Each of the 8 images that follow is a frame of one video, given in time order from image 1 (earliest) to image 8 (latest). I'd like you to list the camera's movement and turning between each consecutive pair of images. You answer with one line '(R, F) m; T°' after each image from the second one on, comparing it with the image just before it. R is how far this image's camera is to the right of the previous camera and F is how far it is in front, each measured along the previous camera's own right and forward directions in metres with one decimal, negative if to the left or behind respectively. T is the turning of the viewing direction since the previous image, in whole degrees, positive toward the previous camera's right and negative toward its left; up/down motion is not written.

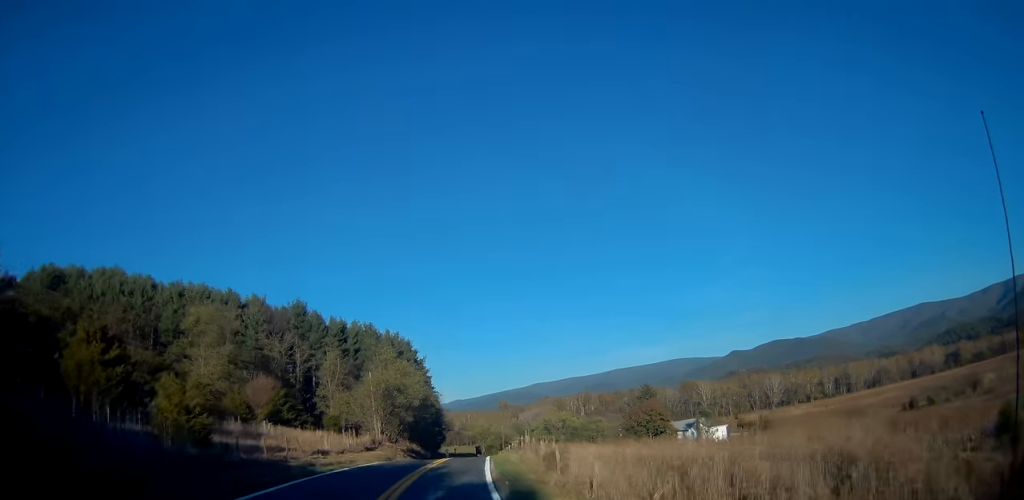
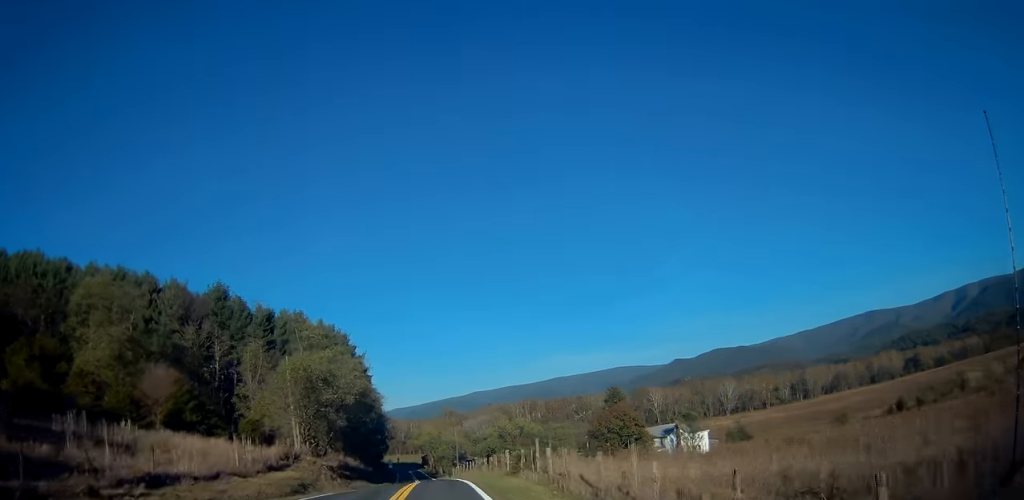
(+0.7, +18.3) m; +4°
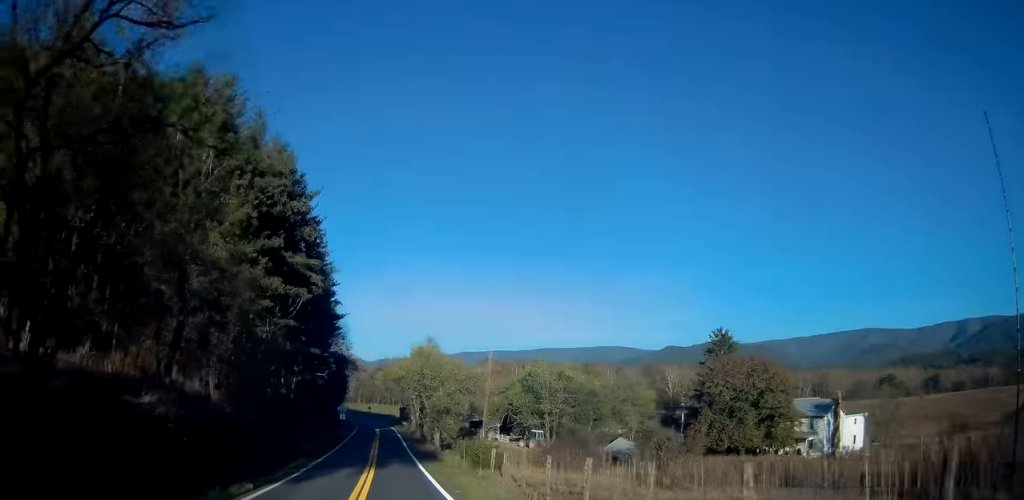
(+3.3, +55.3) m; +3°
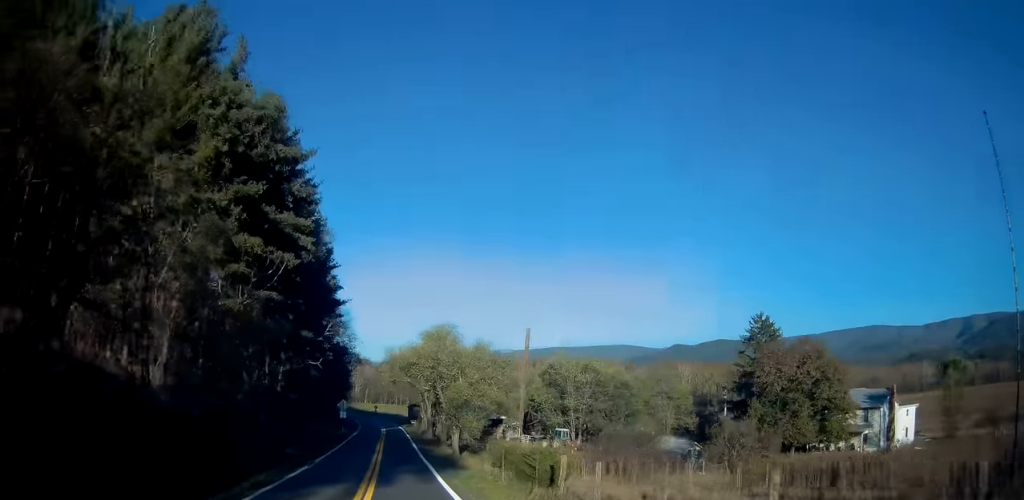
(0.0, +8.7) m; -1°
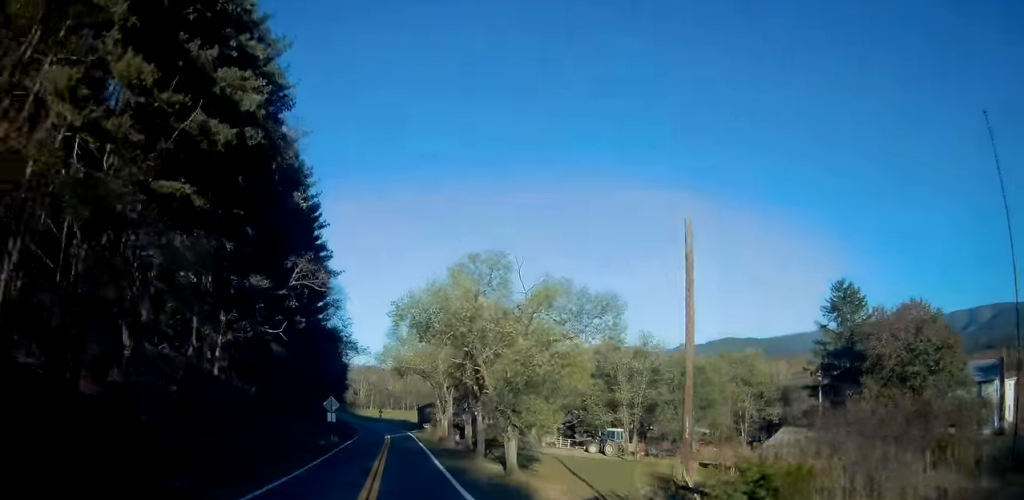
(-0.2, +16.3) m; 0°
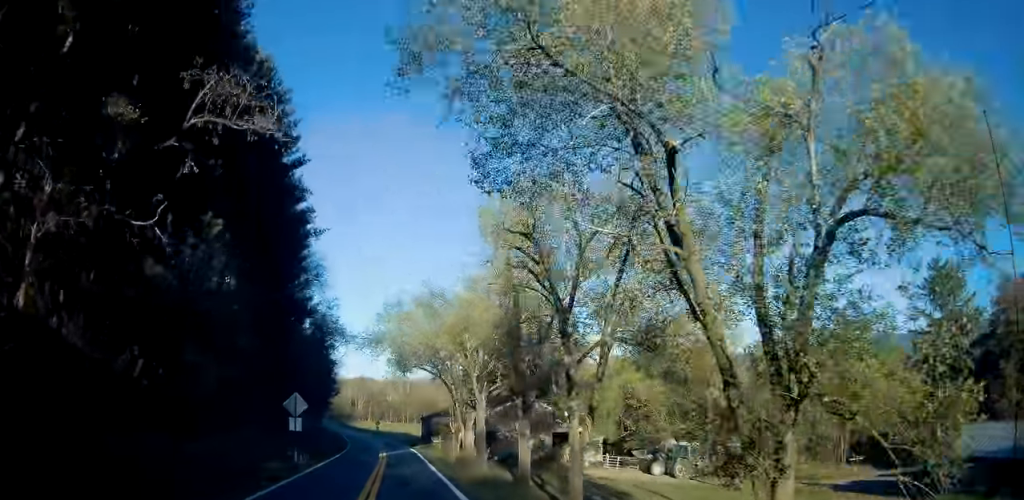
(0.0, +15.7) m; 0°
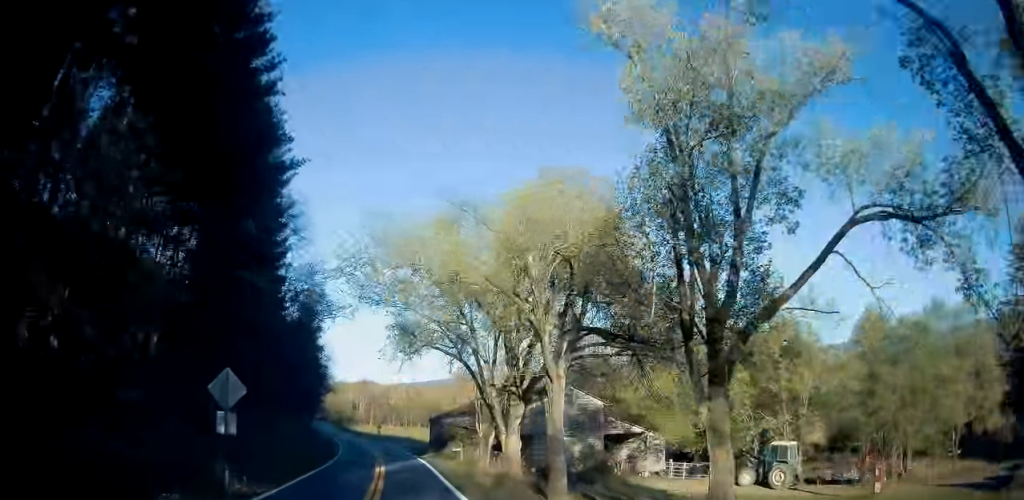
(0.0, +12.3) m; 0°
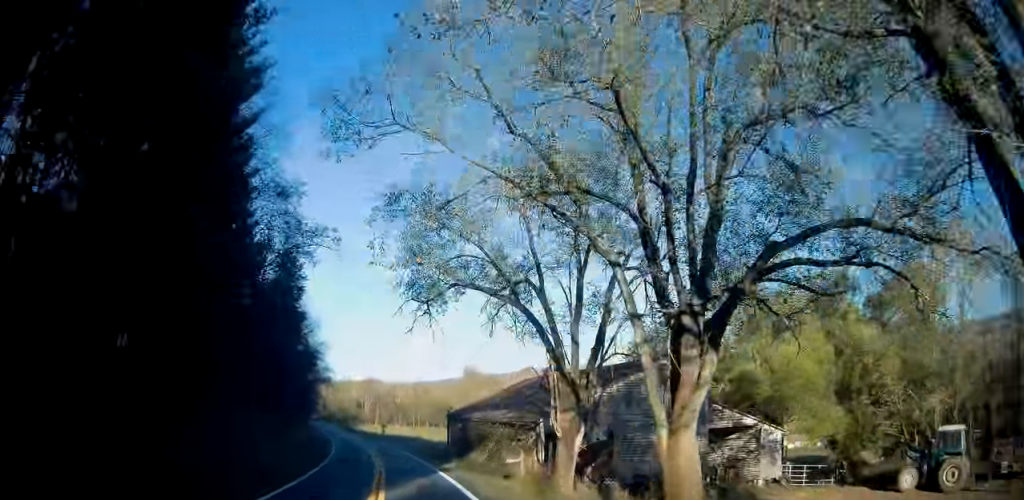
(+0.1, +13.1) m; -1°
